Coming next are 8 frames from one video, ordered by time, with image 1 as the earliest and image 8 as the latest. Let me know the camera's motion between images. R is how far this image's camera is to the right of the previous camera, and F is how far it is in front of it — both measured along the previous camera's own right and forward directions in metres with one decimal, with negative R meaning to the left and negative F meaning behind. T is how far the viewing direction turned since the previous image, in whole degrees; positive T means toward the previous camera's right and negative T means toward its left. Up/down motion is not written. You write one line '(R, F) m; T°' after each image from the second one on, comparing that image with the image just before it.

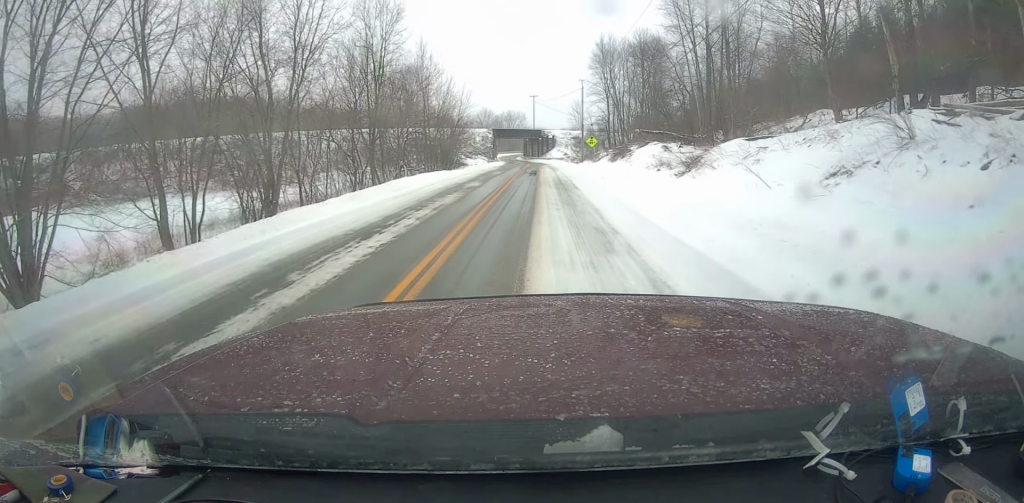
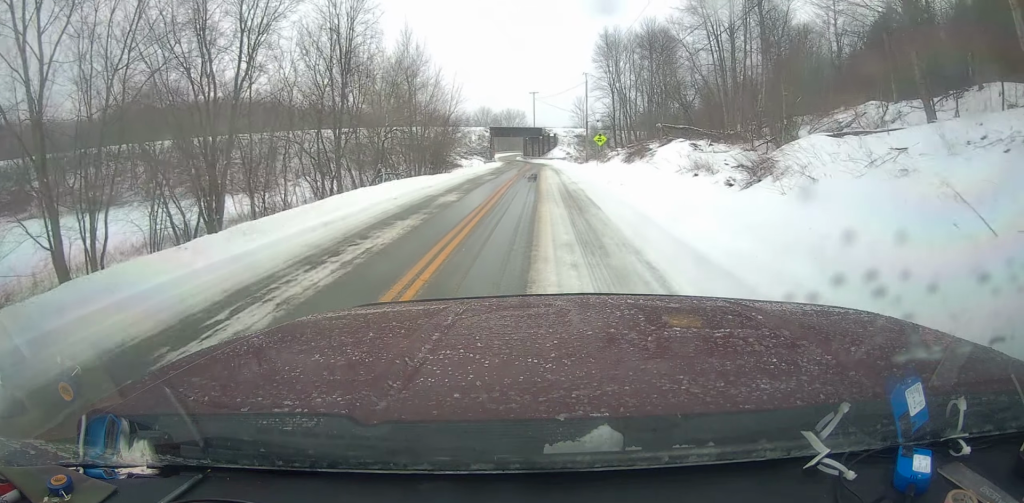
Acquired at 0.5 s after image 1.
(0.0, +7.5) m; 0°
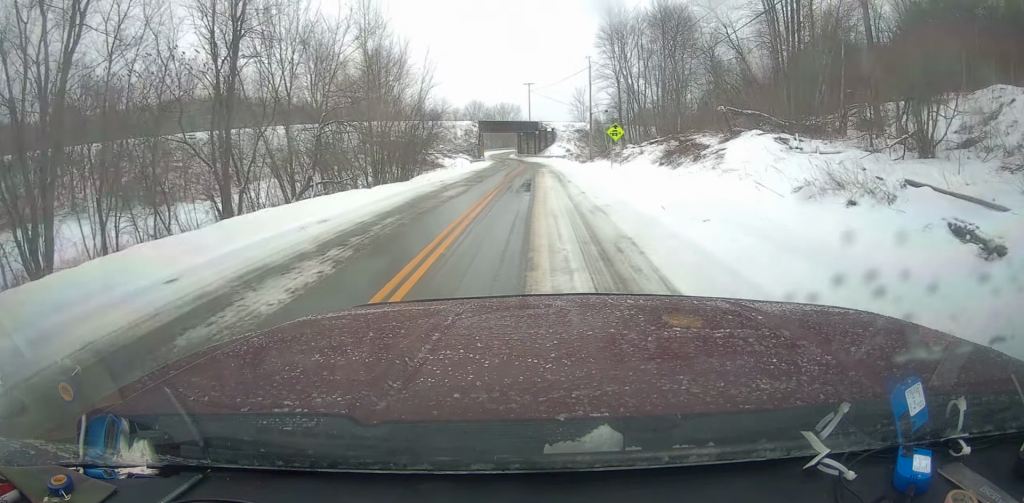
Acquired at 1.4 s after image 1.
(+0.1, +13.1) m; 0°
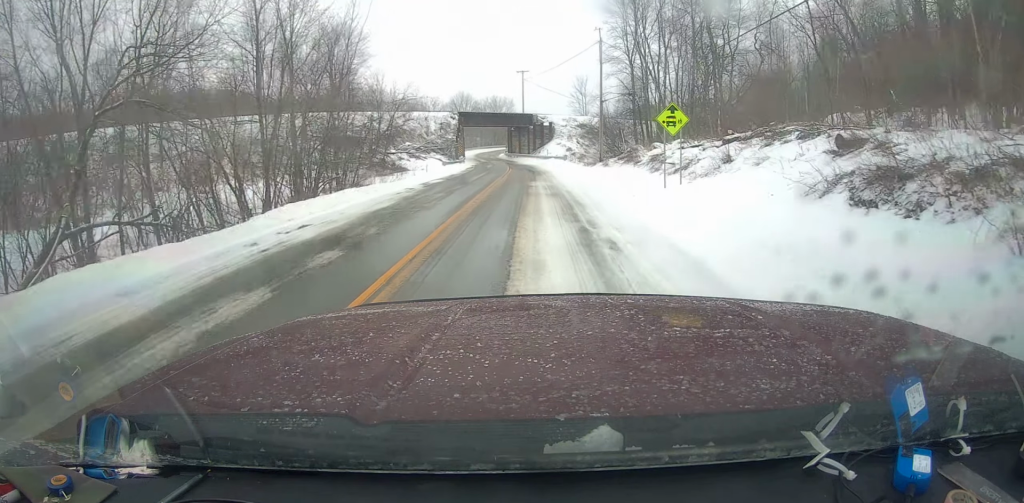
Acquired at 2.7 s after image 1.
(-0.3, +18.2) m; -2°
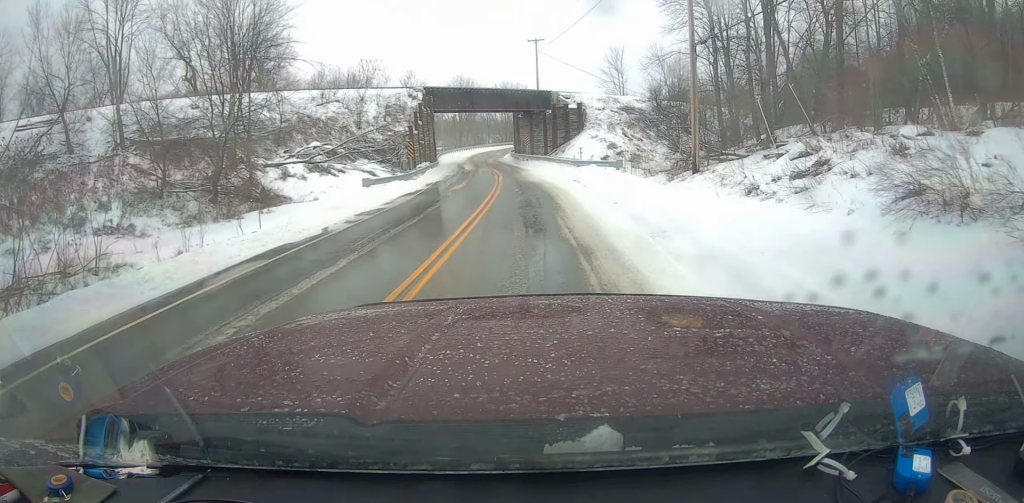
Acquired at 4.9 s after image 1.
(-0.1, +31.0) m; -1°
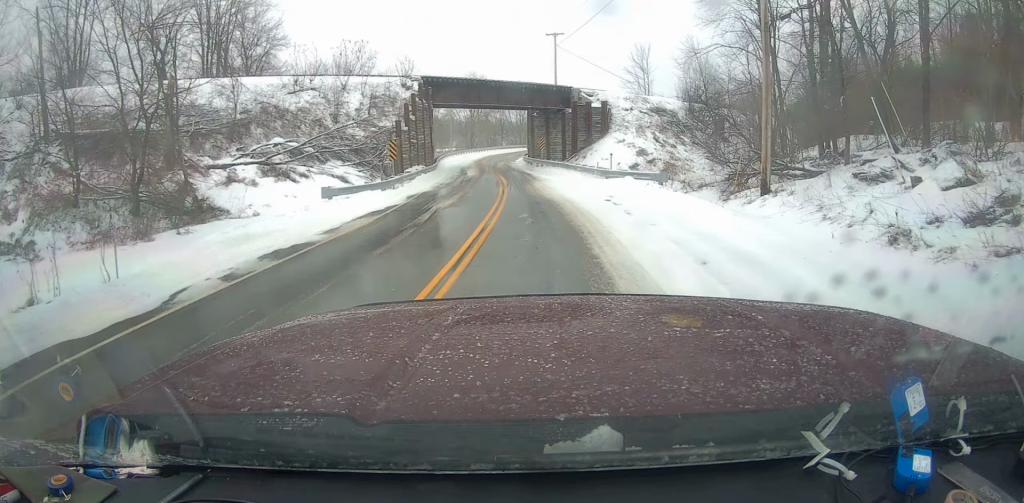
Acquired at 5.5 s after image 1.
(-0.1, +7.1) m; -1°
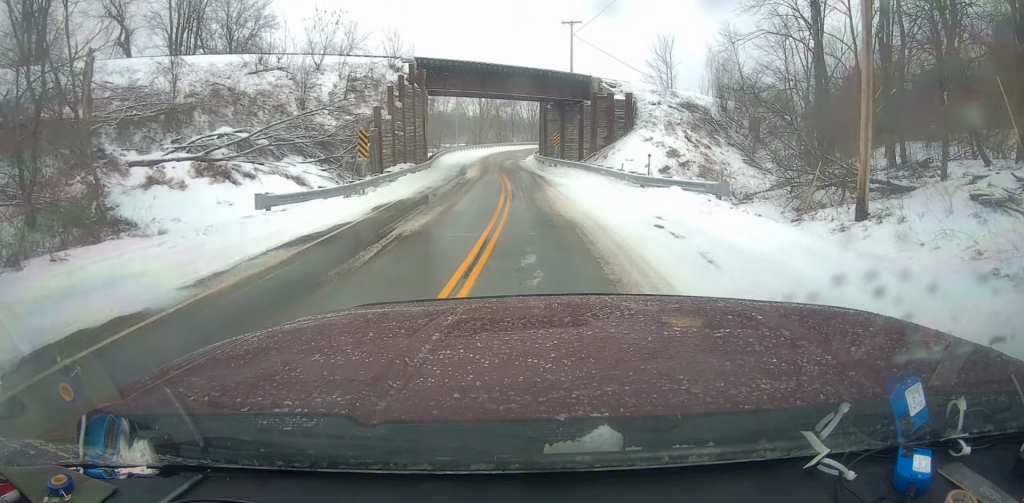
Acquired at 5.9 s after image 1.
(0.0, +5.9) m; -1°
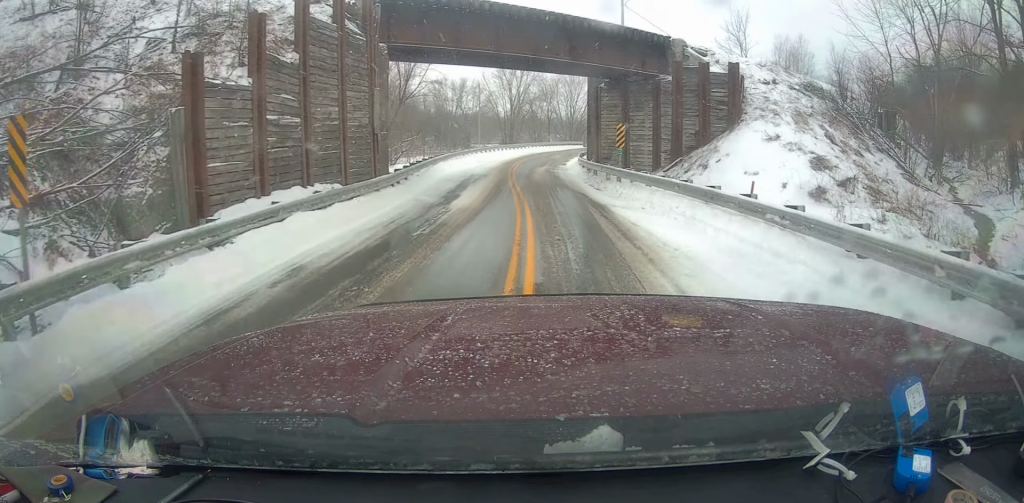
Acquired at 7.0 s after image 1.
(-0.6, +15.0) m; -3°
